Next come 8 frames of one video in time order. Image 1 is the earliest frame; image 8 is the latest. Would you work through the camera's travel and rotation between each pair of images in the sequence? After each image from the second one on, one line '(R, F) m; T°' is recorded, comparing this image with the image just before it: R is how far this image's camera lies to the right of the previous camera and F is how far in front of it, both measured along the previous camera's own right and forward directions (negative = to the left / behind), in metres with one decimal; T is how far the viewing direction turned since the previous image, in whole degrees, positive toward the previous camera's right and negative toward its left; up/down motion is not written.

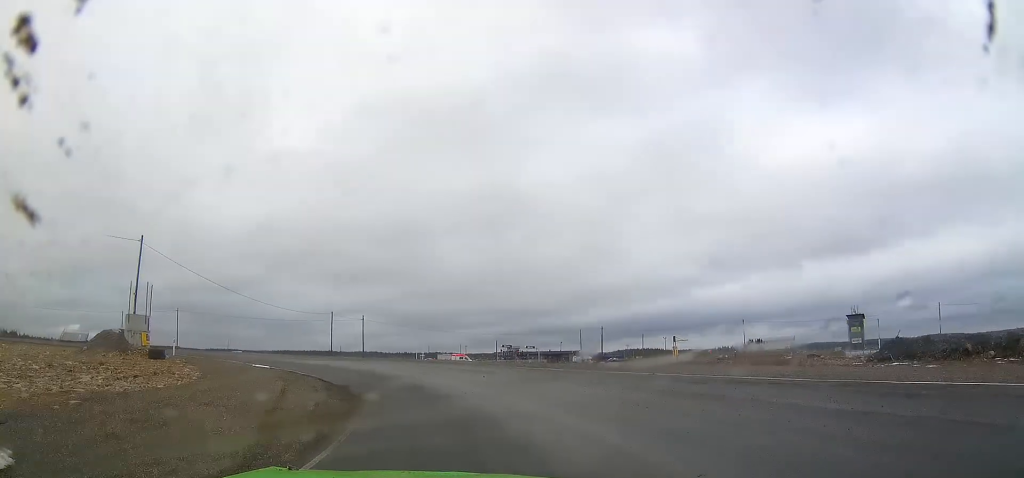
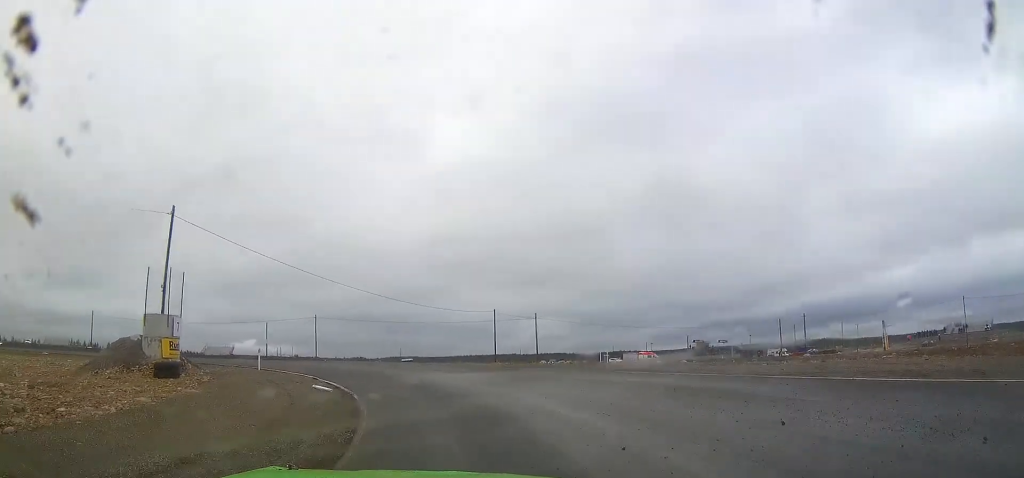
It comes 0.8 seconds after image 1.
(-2.0, +12.5) m; -18°
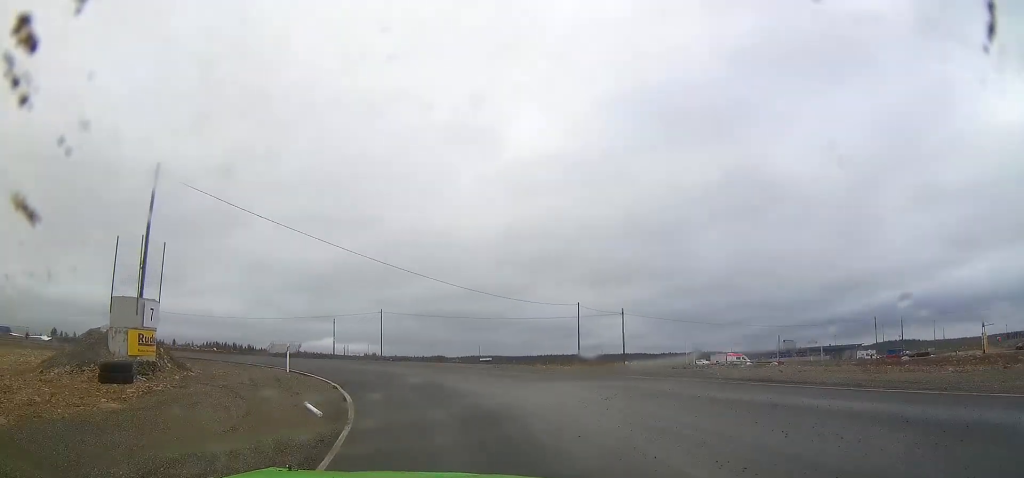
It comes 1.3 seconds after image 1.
(-0.3, +6.9) m; -9°
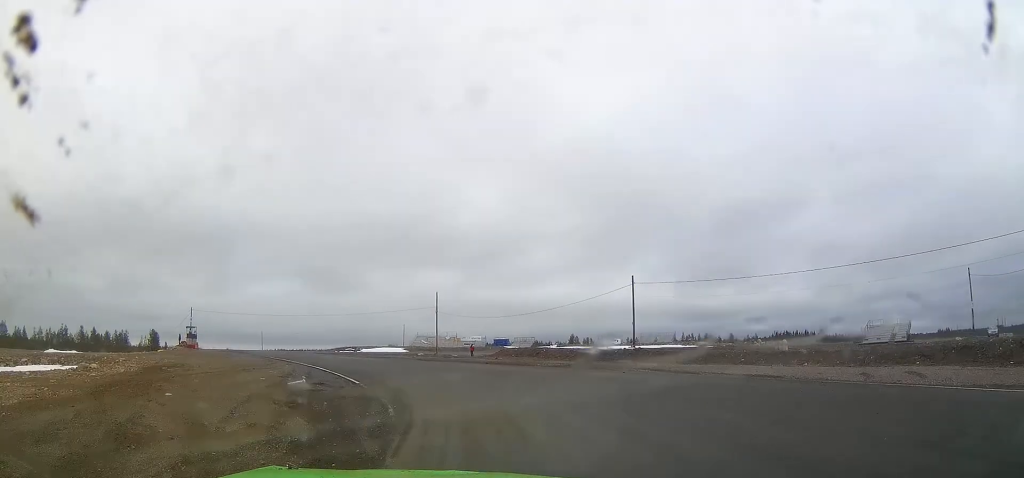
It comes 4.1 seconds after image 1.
(-22.2, +35.6) m; -61°
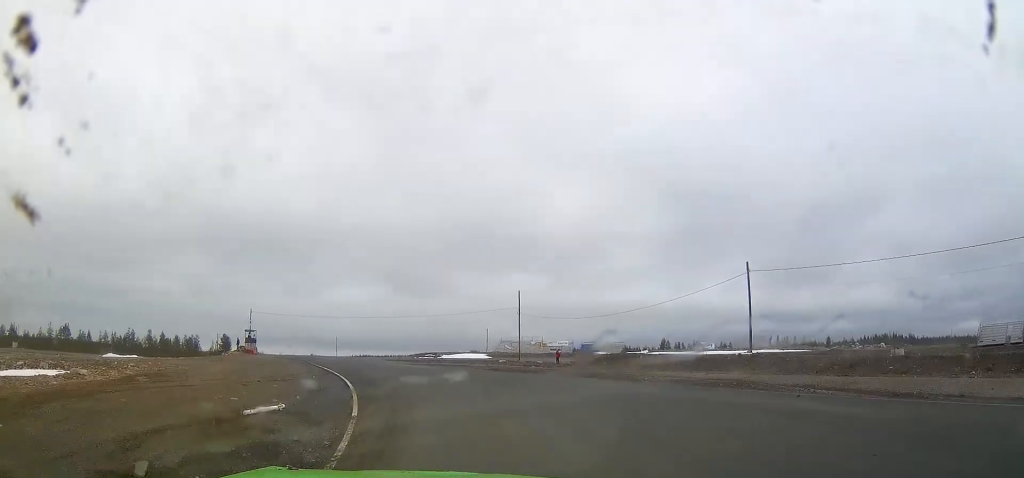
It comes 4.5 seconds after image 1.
(-0.3, +7.2) m; -8°
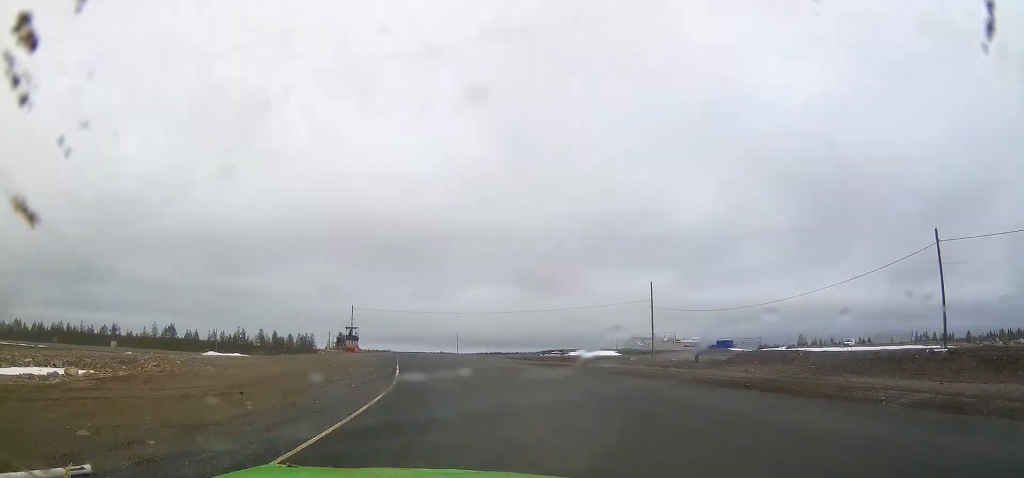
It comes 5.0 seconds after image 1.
(-0.8, +8.2) m; -8°
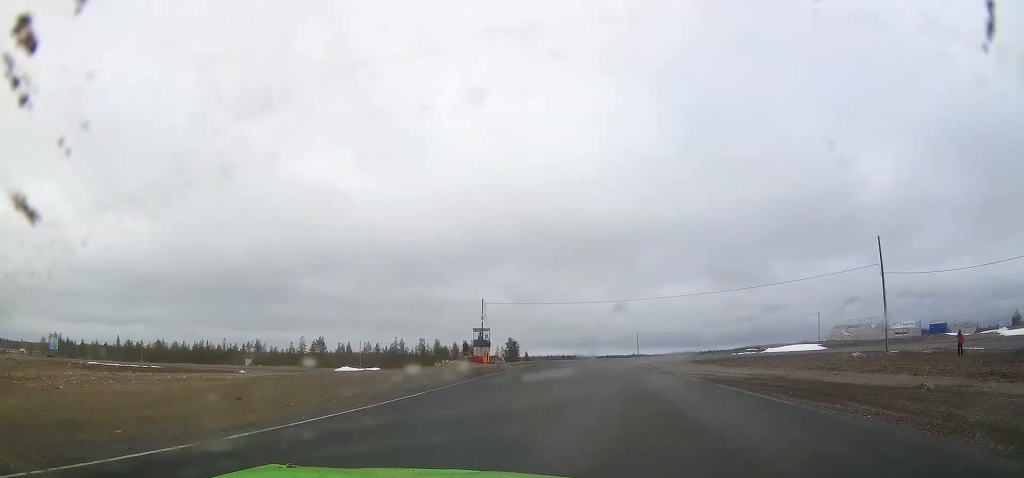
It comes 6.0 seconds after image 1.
(-2.6, +17.9) m; -15°
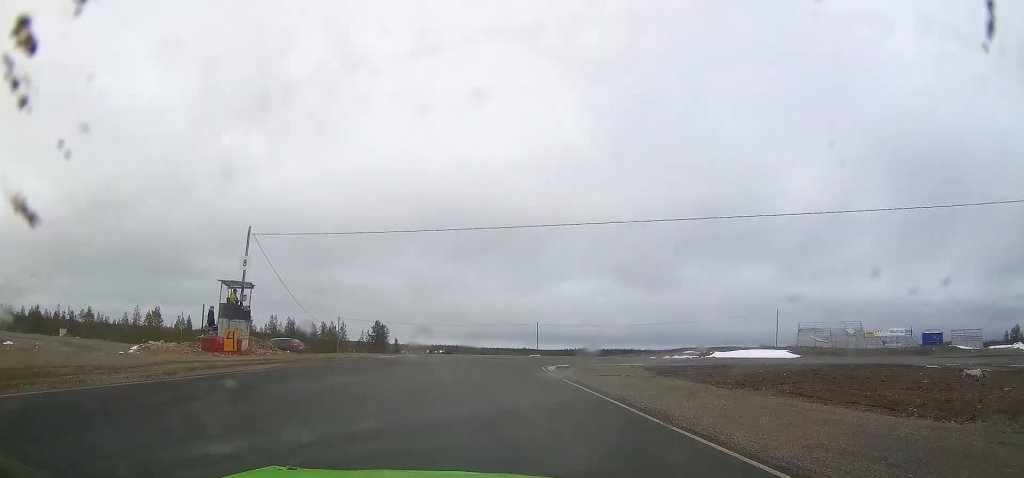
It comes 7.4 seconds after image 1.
(-3.6, +25.2) m; -13°
